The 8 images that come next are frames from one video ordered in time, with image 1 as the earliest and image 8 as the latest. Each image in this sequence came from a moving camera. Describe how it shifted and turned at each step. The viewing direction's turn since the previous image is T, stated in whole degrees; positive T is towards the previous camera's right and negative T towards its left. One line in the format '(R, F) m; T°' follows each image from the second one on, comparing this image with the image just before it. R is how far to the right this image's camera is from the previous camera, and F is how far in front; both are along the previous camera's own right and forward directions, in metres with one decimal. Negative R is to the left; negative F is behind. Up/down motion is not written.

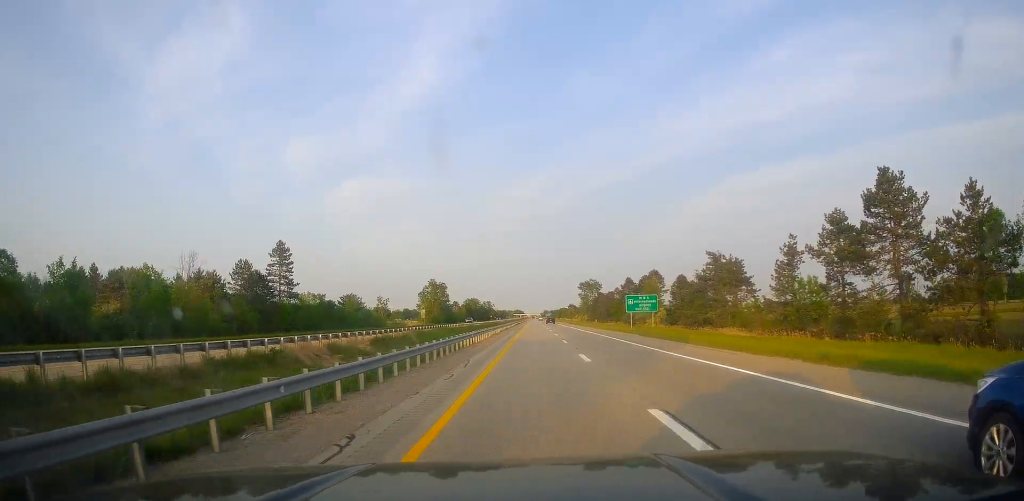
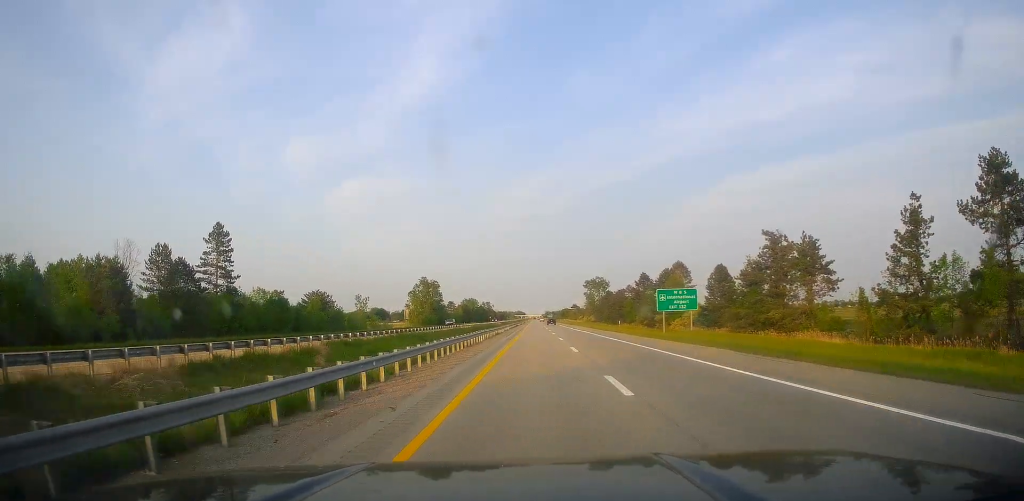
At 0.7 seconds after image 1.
(+0.4, +24.3) m; 0°
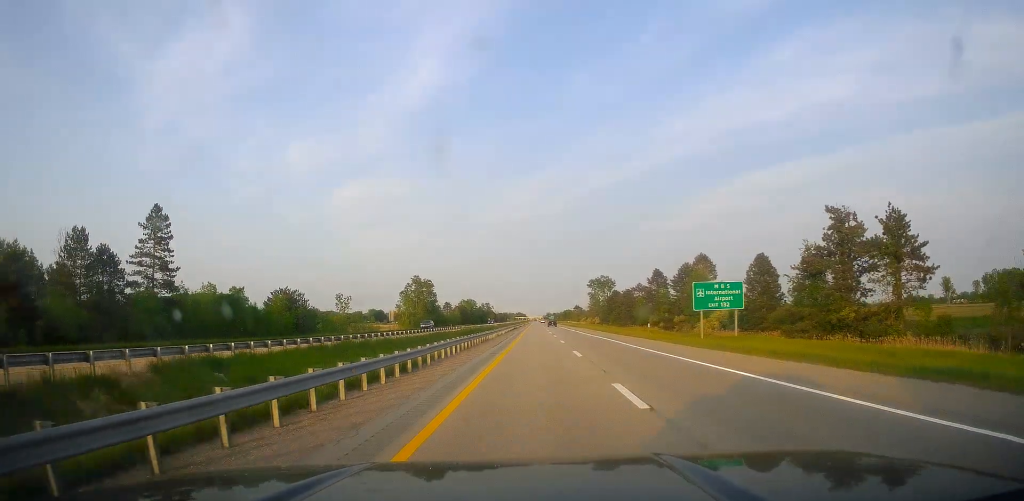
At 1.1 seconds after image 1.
(-0.1, +16.9) m; 0°
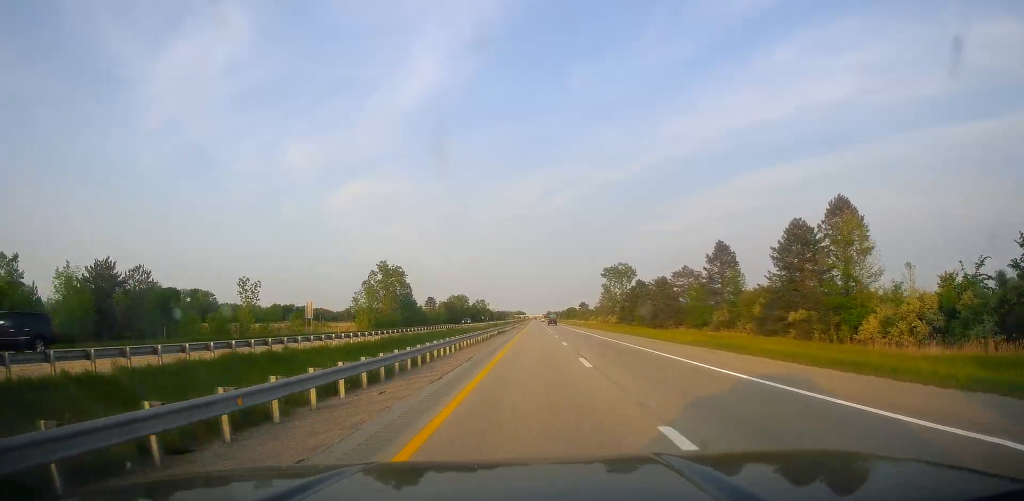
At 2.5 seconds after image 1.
(+0.1, +50.9) m; +1°
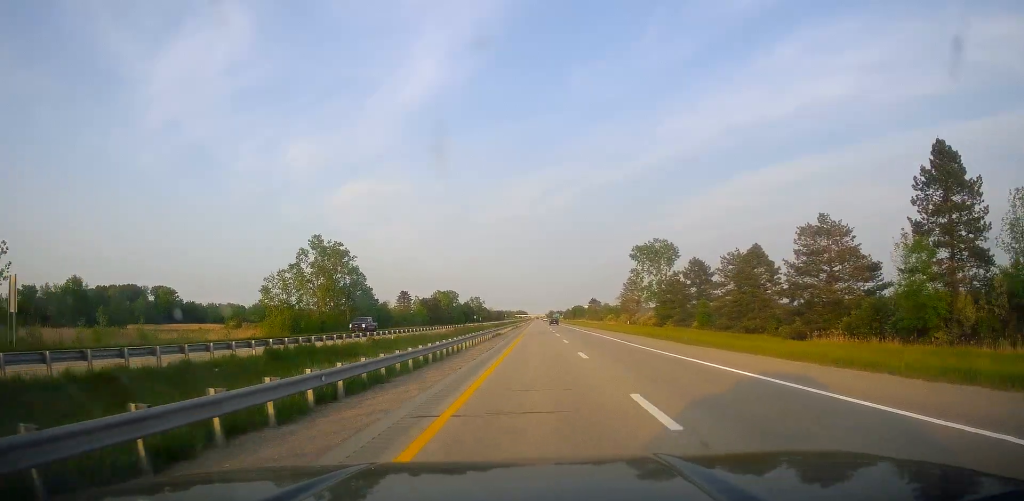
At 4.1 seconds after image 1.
(-0.1, +57.3) m; -1°
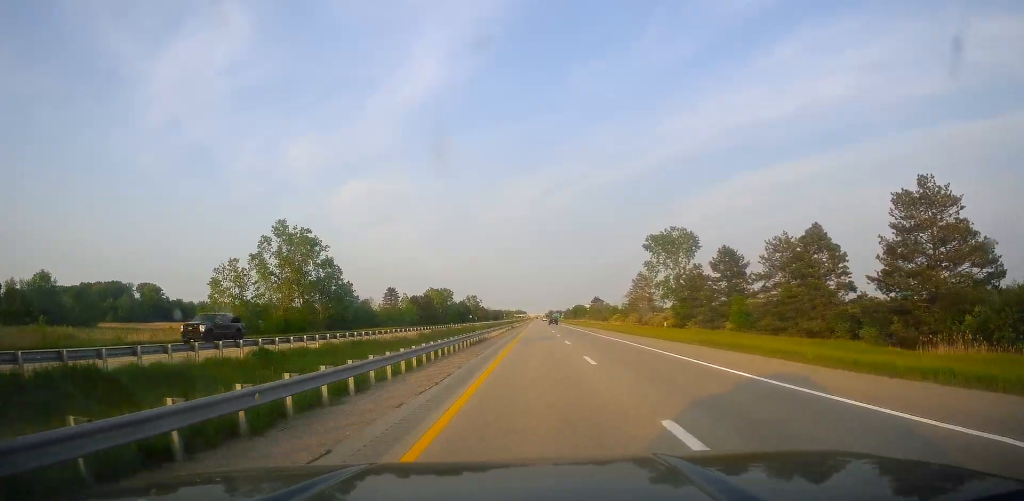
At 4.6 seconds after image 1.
(-0.3, +18.4) m; 0°
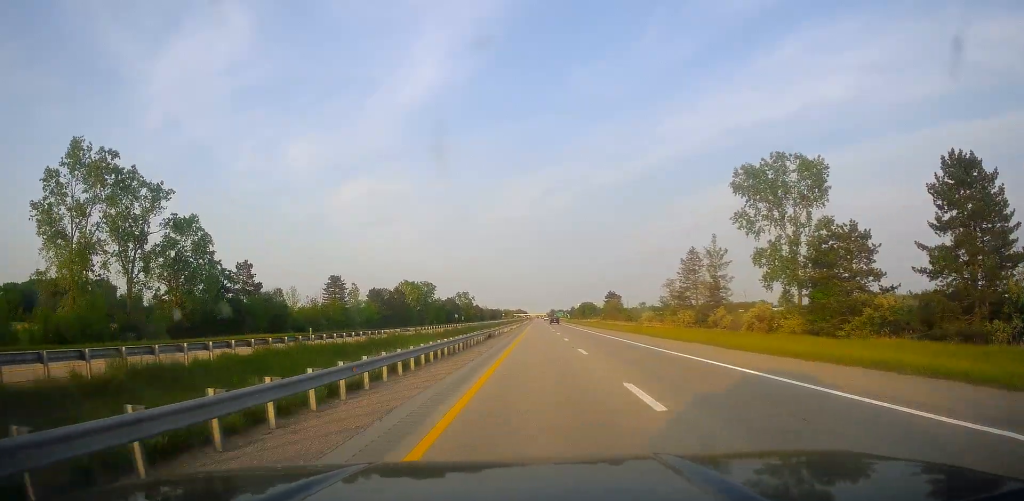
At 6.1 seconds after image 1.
(+0.6, +56.1) m; +1°
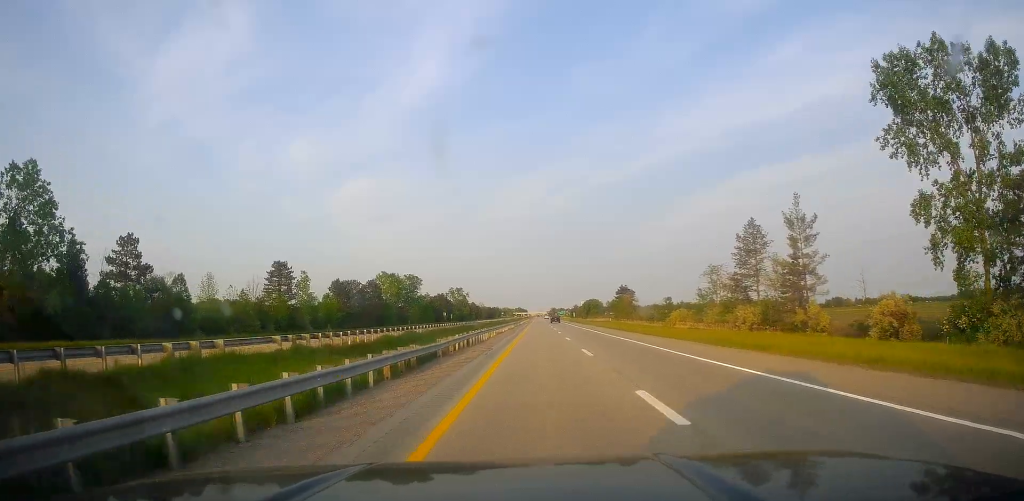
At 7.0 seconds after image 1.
(-0.1, +31.6) m; -1°
